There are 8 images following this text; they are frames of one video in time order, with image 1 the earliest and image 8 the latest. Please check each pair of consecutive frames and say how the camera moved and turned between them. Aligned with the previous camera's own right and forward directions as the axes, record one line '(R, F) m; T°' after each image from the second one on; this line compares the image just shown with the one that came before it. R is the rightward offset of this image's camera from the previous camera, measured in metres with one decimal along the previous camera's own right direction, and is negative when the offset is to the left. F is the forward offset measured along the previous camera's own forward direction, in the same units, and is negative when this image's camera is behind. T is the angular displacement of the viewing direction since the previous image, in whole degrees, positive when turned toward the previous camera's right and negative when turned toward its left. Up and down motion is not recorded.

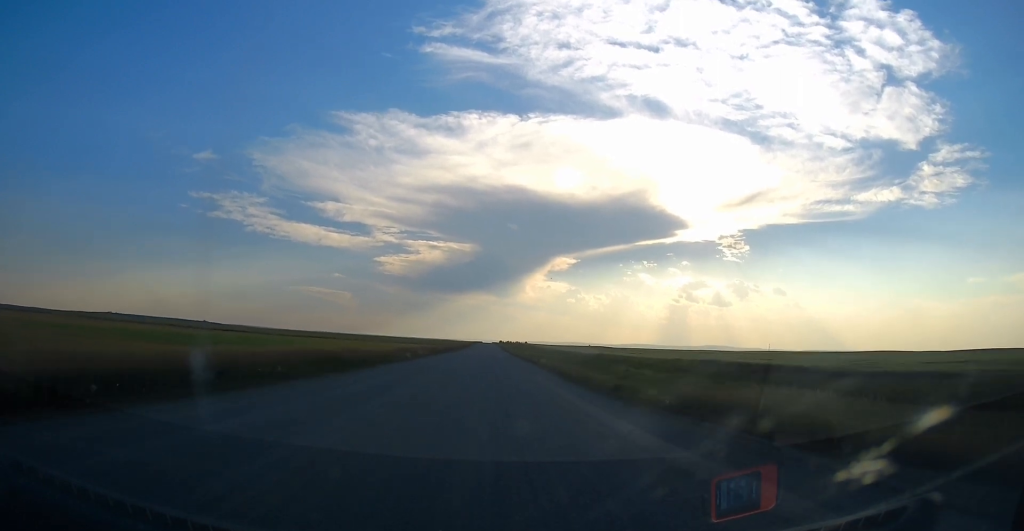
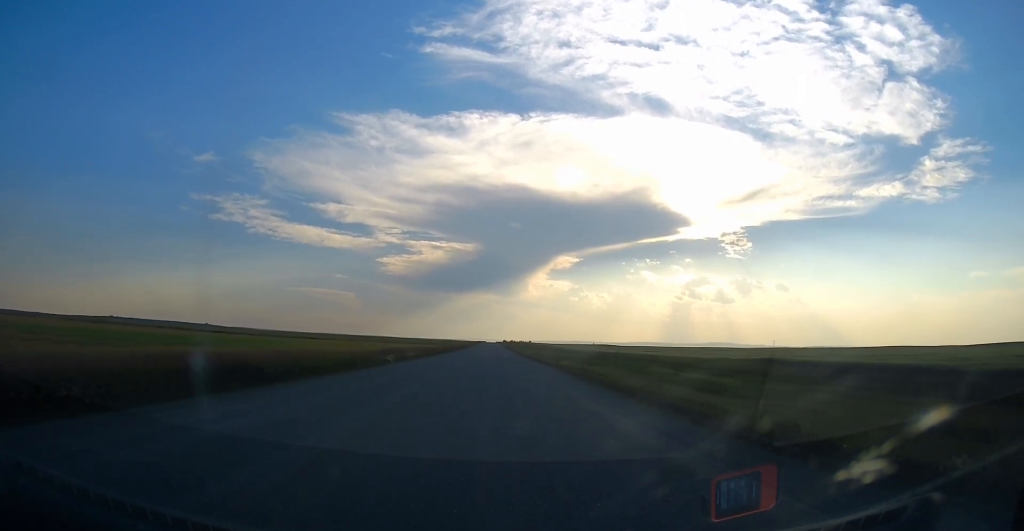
(-0.3, +14.4) m; -1°
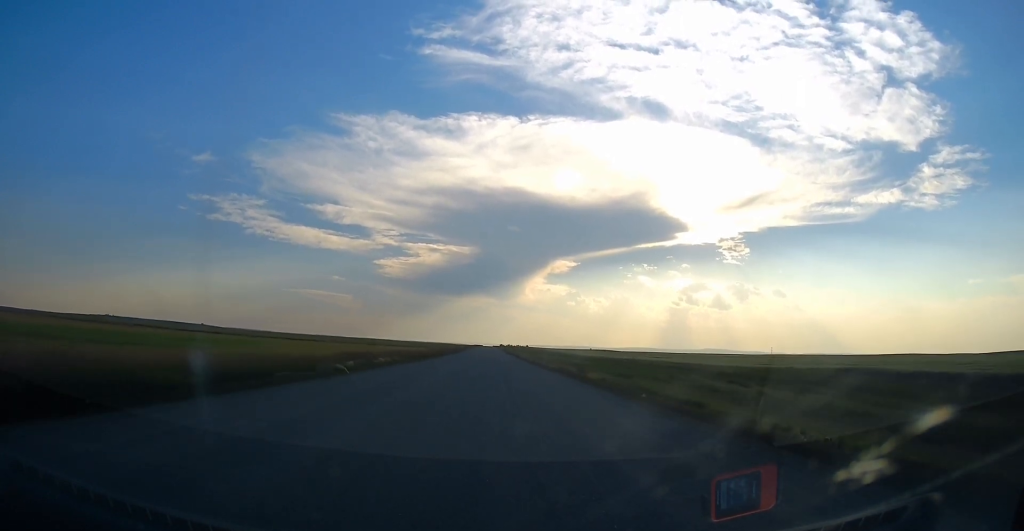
(0.0, +14.9) m; 0°
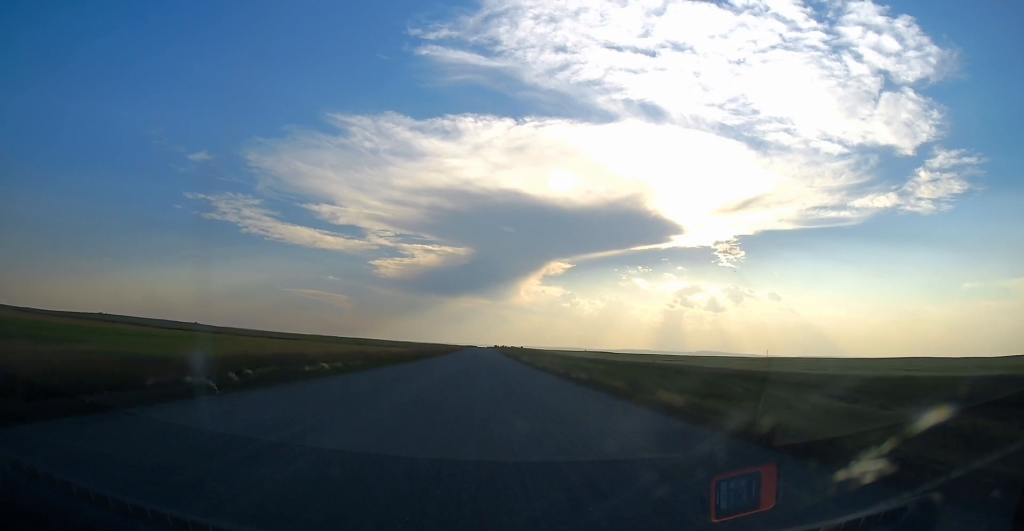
(0.0, +16.0) m; 0°
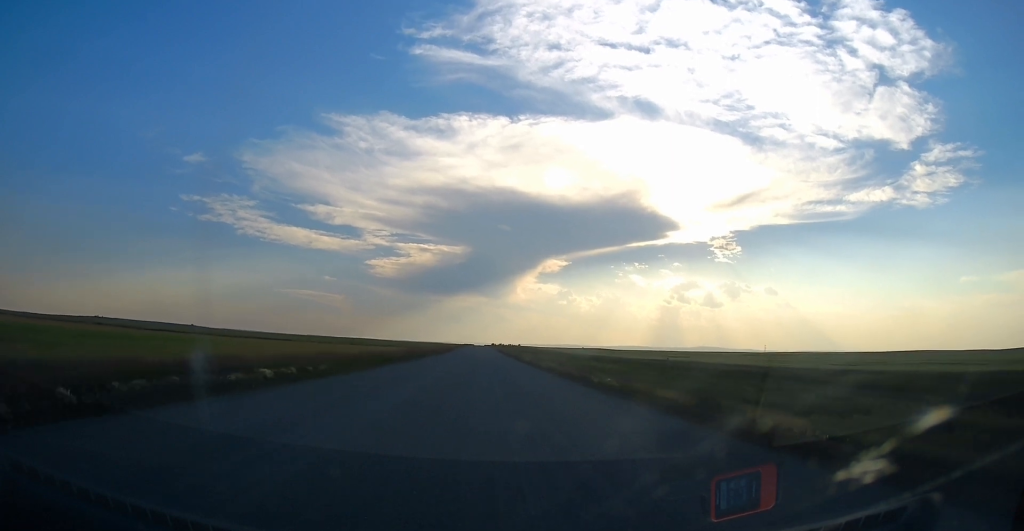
(0.0, +8.3) m; 0°
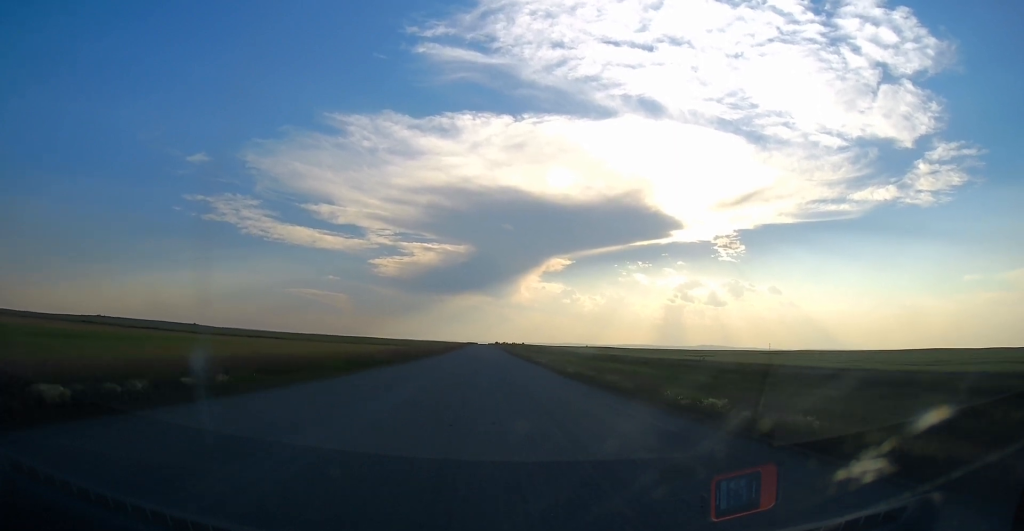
(0.0, +12.7) m; 0°
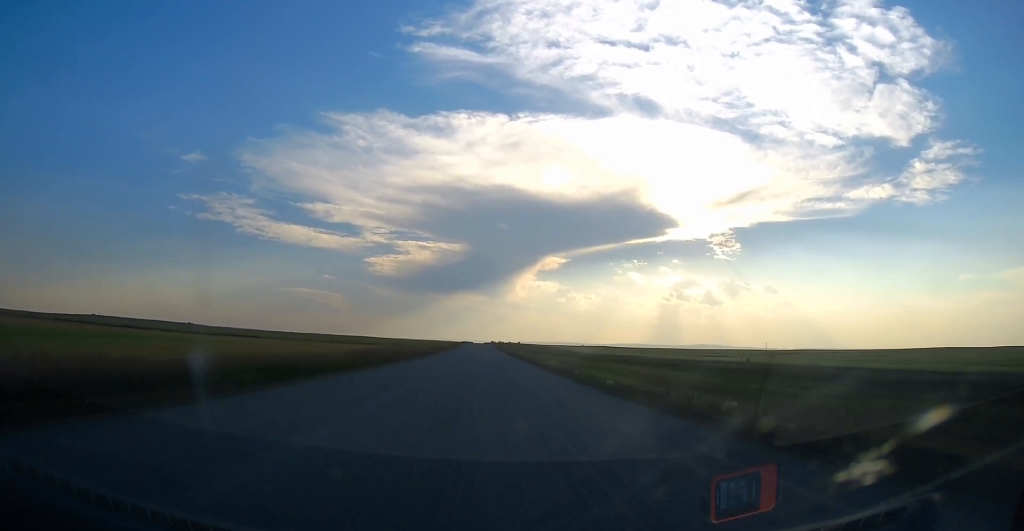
(0.0, +13.3) m; 0°
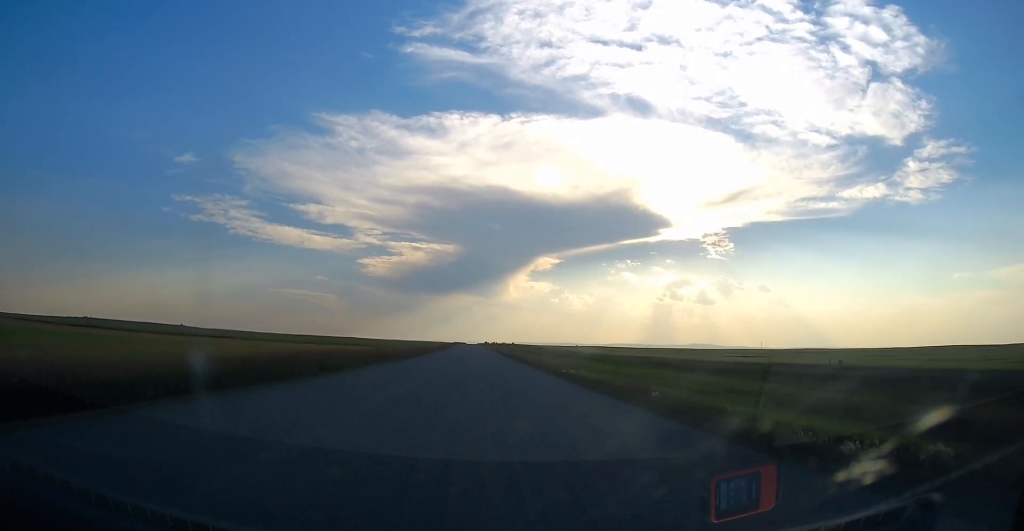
(+0.1, +17.4) m; +1°
